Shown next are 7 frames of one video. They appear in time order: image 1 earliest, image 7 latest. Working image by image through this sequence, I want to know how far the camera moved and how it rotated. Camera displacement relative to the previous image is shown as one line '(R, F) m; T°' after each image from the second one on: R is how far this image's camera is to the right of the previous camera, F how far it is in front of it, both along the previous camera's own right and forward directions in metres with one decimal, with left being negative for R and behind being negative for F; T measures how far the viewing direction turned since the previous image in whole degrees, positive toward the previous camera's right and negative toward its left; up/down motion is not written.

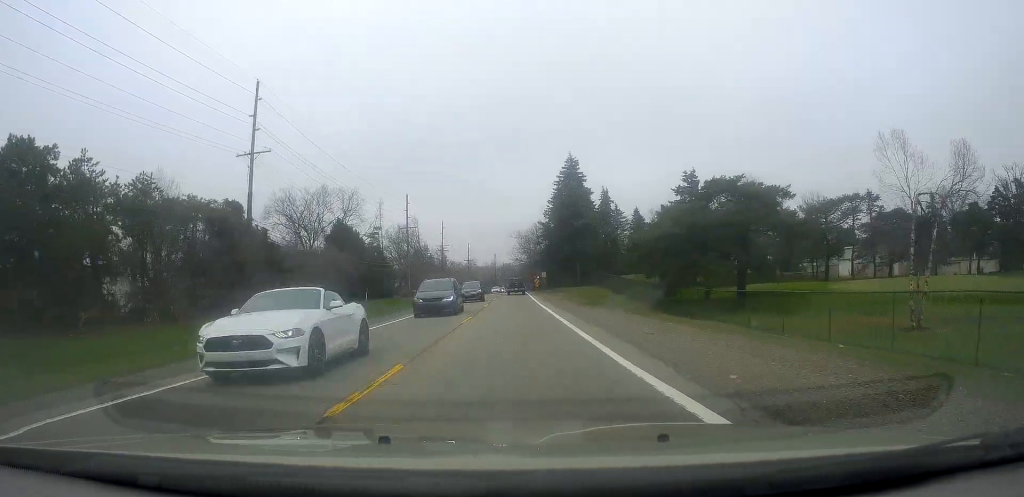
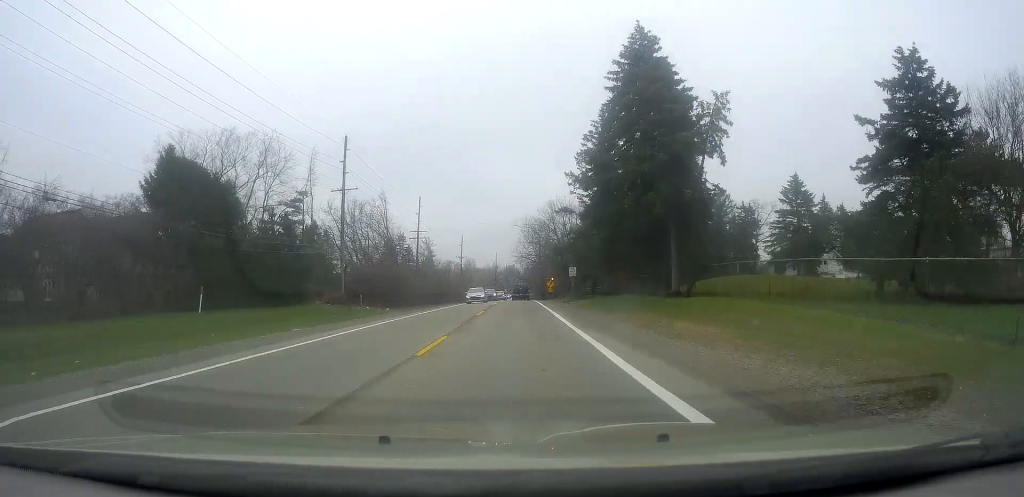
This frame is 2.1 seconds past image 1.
(+1.4, +41.2) m; +2°
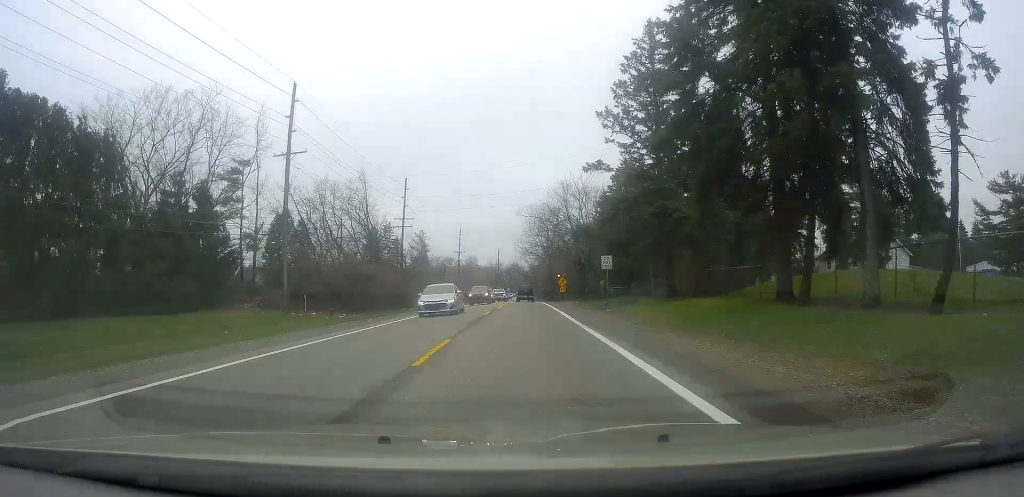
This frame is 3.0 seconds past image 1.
(-0.3, +16.8) m; -1°
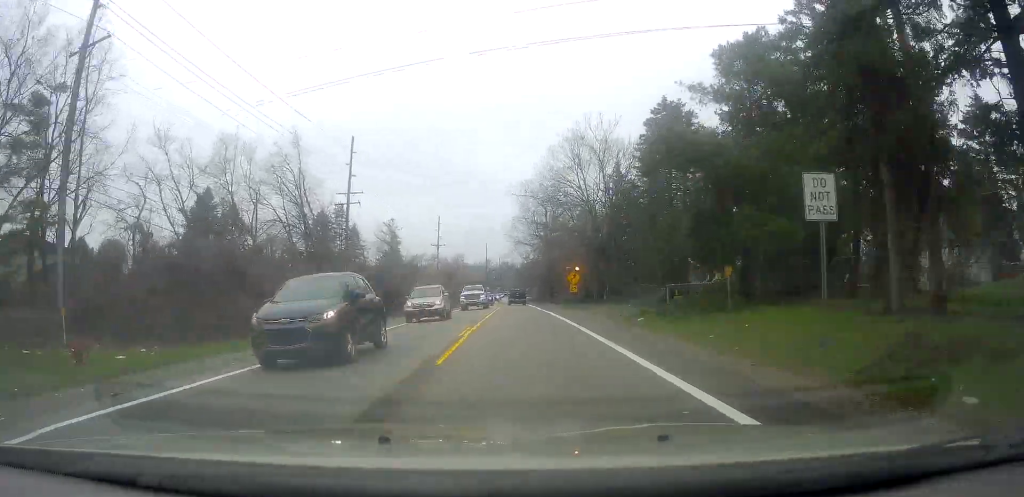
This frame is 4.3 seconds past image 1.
(+0.3, +24.4) m; +1°
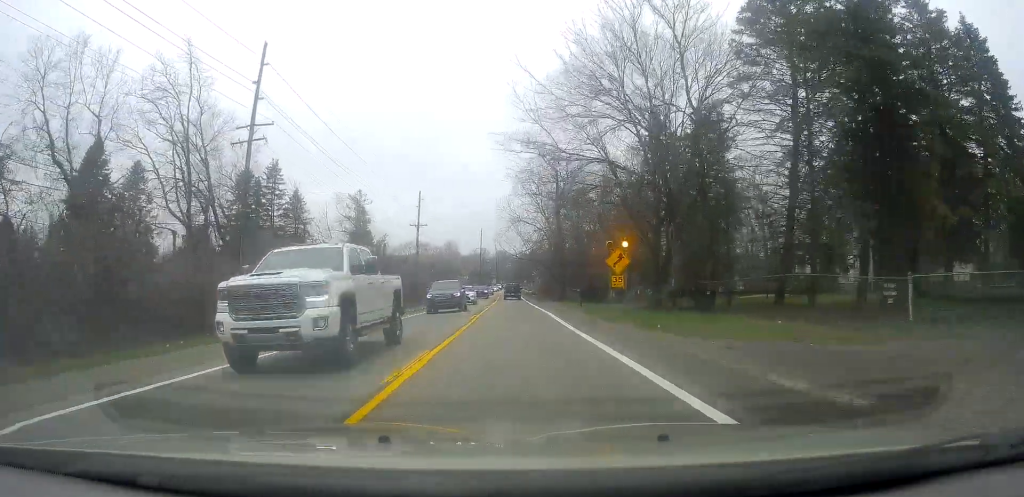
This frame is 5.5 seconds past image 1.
(-0.4, +23.5) m; -1°
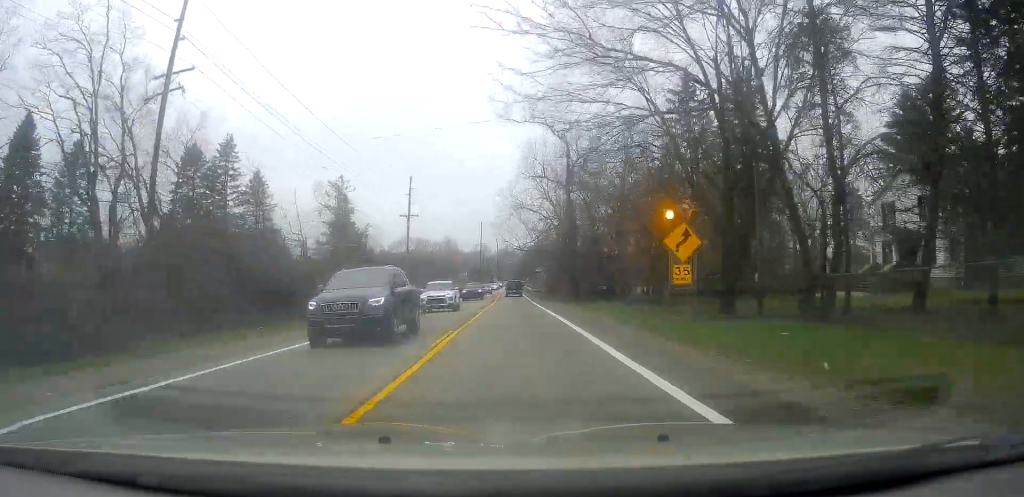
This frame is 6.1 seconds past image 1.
(+0.1, +10.9) m; +1°
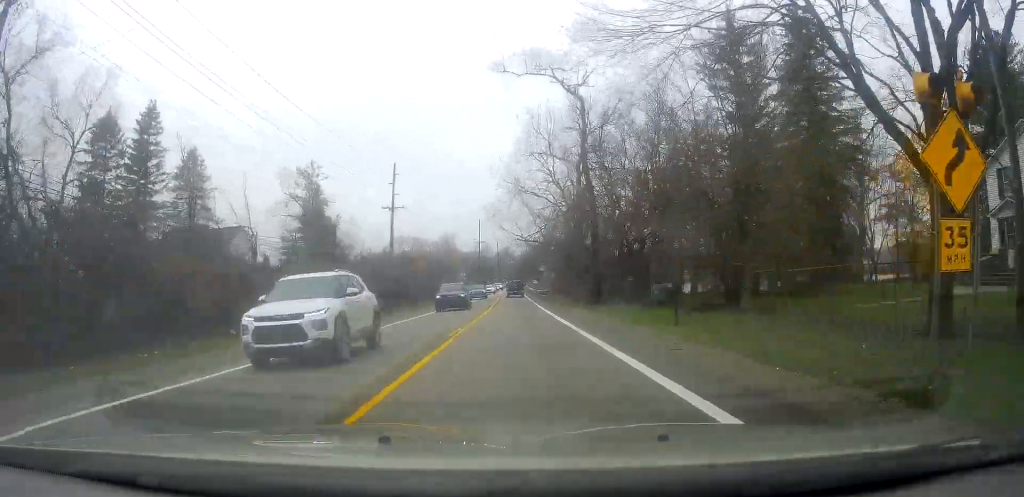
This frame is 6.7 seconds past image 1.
(+0.1, +12.2) m; +1°
